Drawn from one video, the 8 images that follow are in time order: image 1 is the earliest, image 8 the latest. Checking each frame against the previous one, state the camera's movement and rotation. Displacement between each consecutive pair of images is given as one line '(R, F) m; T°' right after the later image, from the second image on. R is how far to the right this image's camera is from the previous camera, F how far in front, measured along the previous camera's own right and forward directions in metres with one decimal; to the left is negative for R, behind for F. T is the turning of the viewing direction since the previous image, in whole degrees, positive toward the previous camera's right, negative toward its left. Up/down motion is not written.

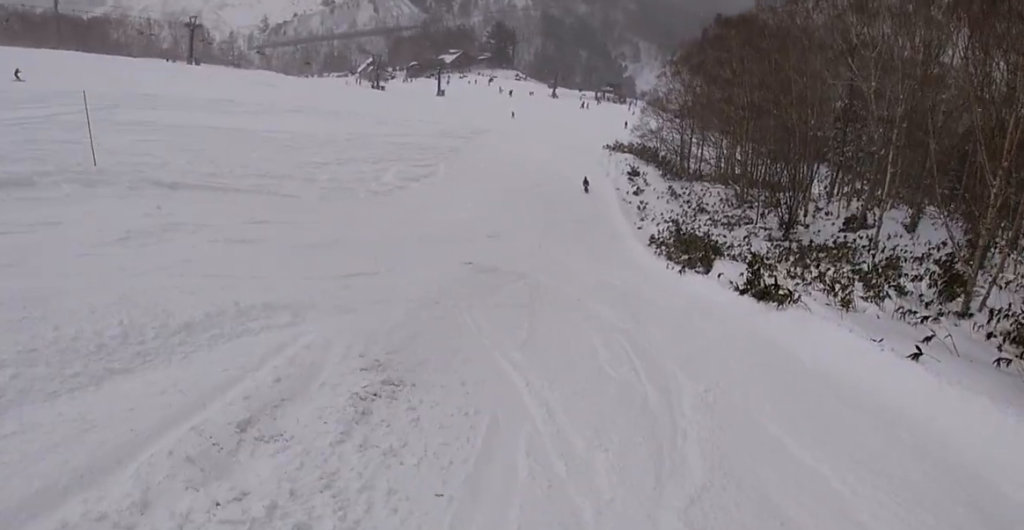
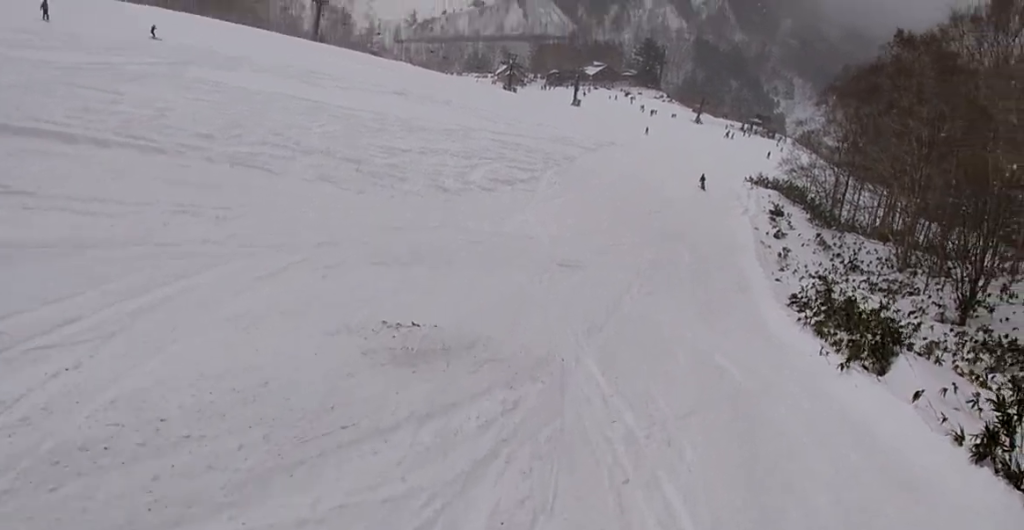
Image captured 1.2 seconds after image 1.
(-2.2, +8.5) m; -16°
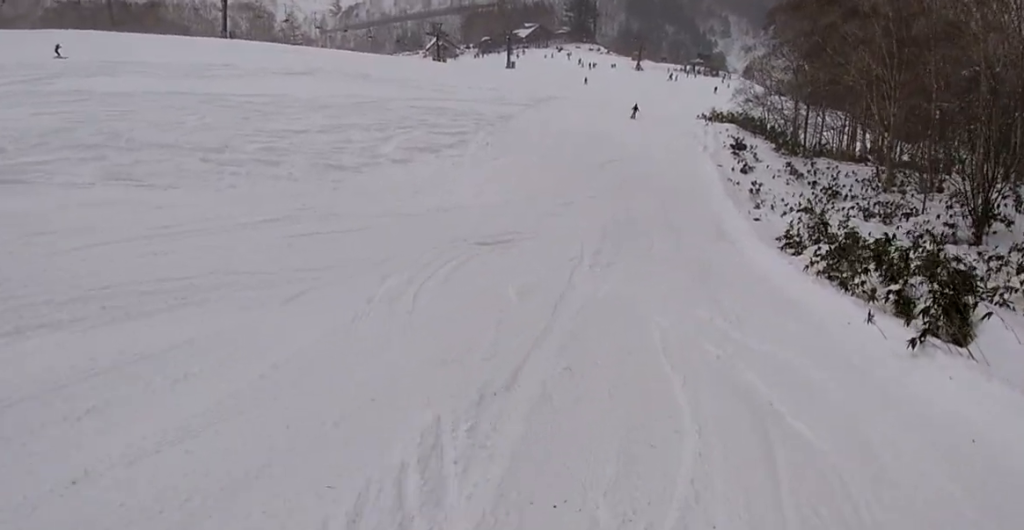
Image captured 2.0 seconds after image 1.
(0.0, +5.6) m; -1°
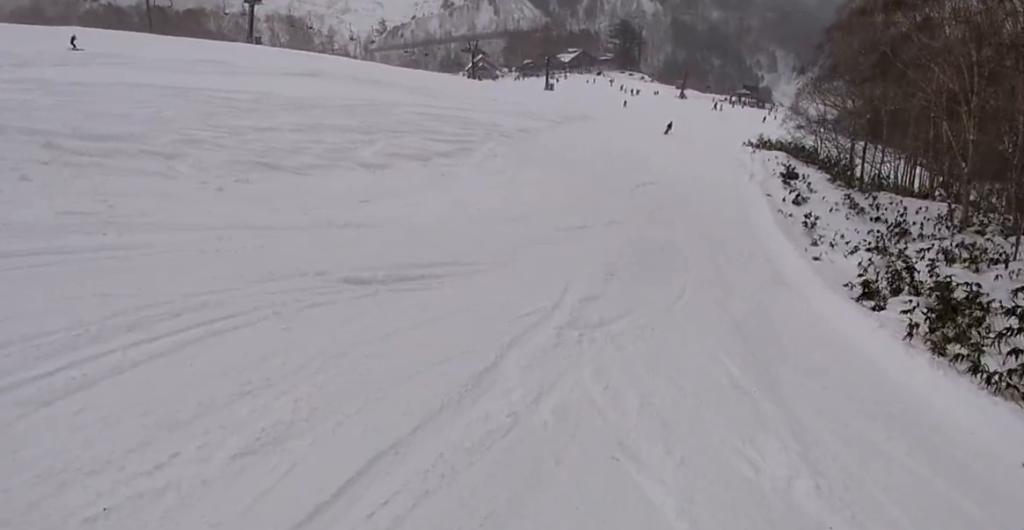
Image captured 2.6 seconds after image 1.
(-0.1, +5.3) m; -1°
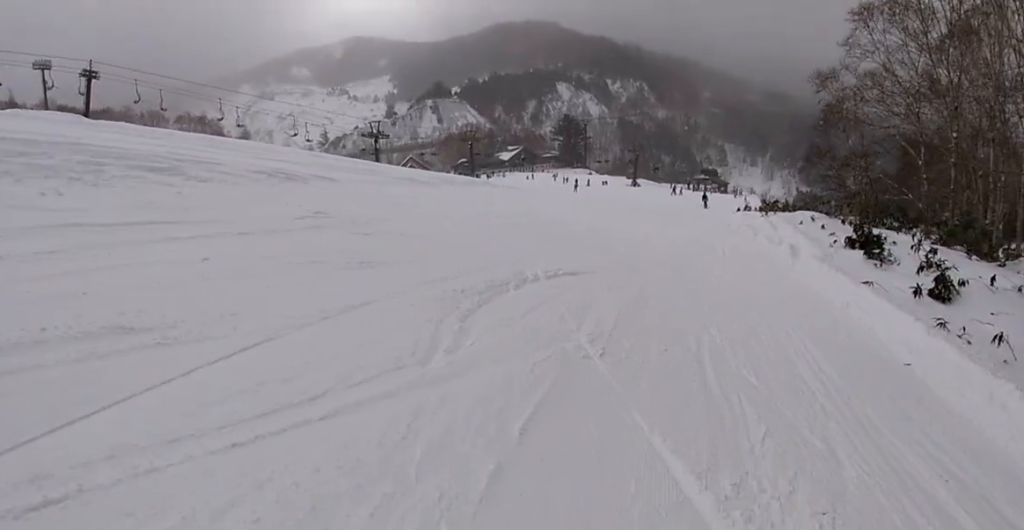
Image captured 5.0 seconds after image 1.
(+2.0, +23.3) m; +4°
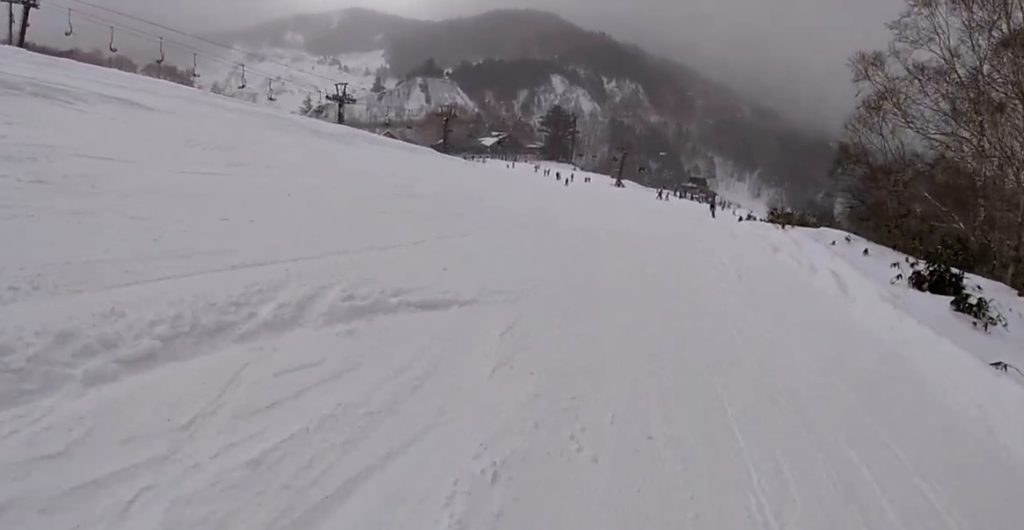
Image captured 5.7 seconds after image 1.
(-0.7, +6.9) m; -4°
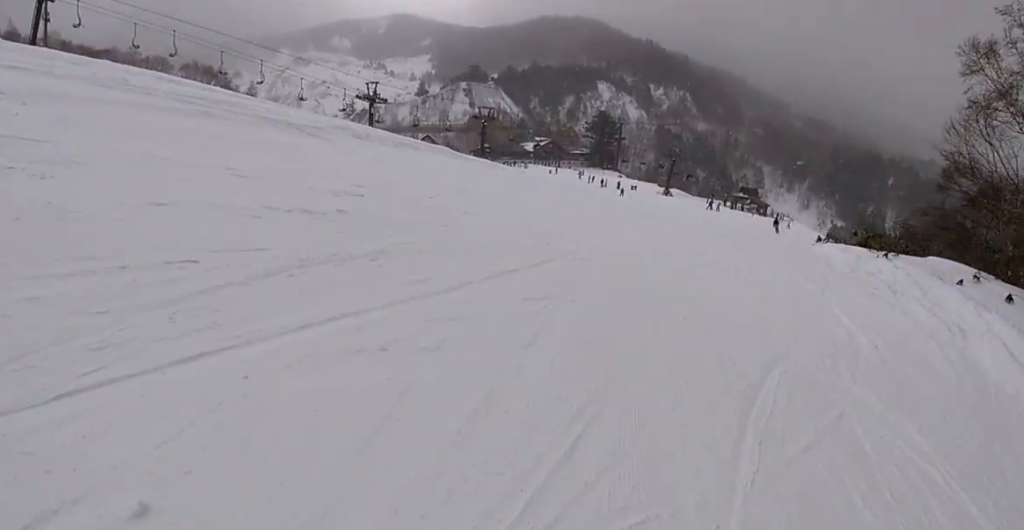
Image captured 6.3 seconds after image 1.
(+0.1, +4.8) m; 0°
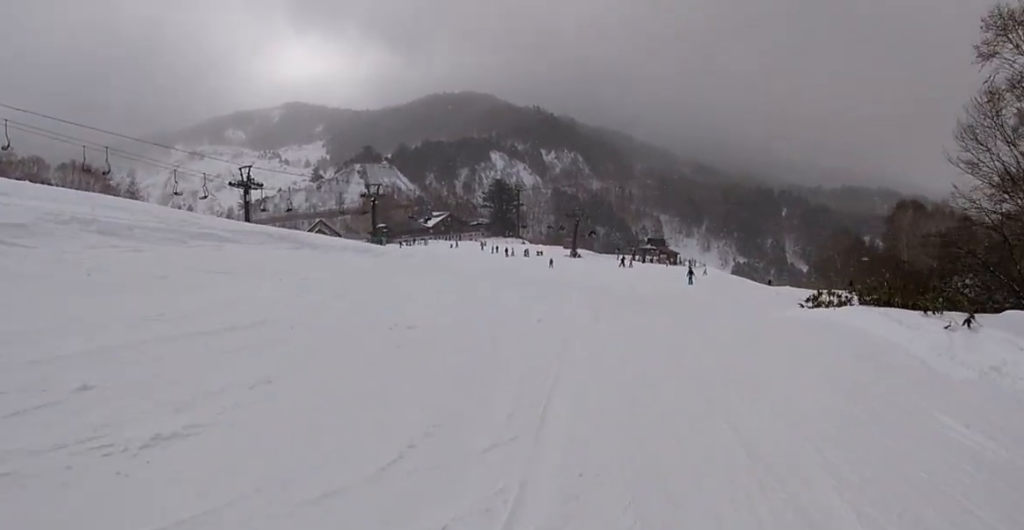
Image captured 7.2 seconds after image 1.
(0.0, +8.2) m; +4°
